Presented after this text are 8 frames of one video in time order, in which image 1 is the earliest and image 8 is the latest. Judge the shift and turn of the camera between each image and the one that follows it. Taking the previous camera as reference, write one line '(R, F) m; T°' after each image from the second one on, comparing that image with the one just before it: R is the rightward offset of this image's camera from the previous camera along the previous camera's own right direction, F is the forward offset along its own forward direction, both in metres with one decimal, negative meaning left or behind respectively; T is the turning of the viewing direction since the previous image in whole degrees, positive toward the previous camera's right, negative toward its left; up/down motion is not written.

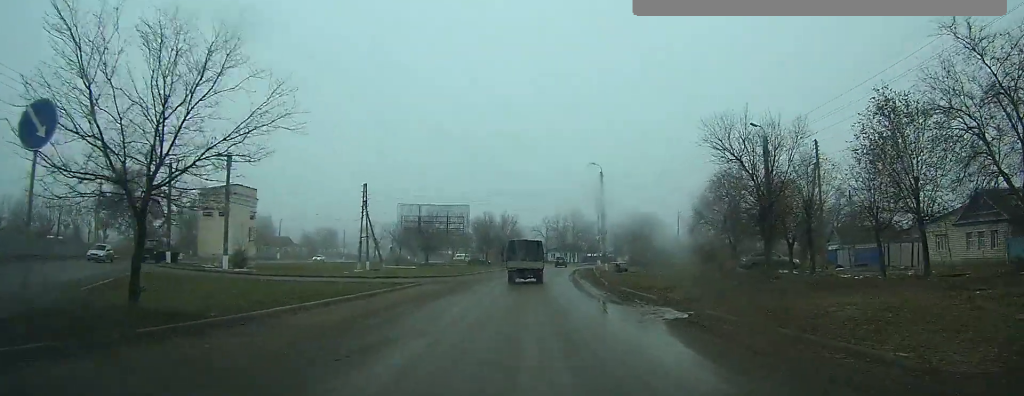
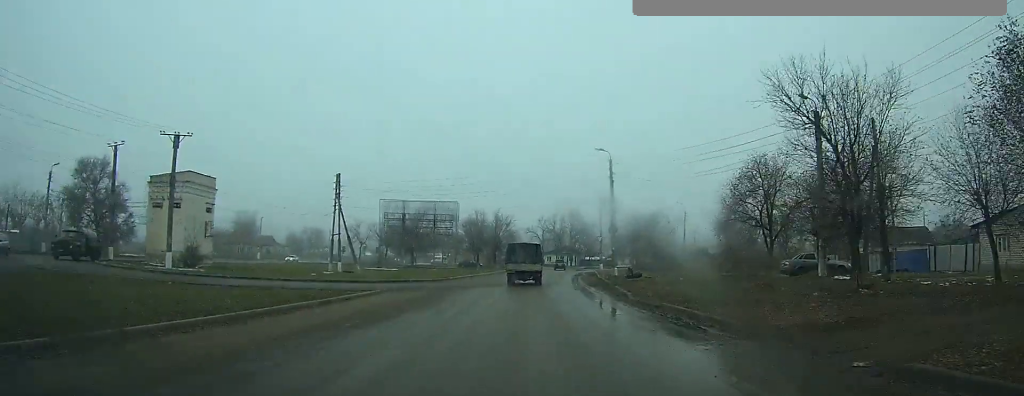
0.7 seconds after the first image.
(0.0, +6.1) m; 0°
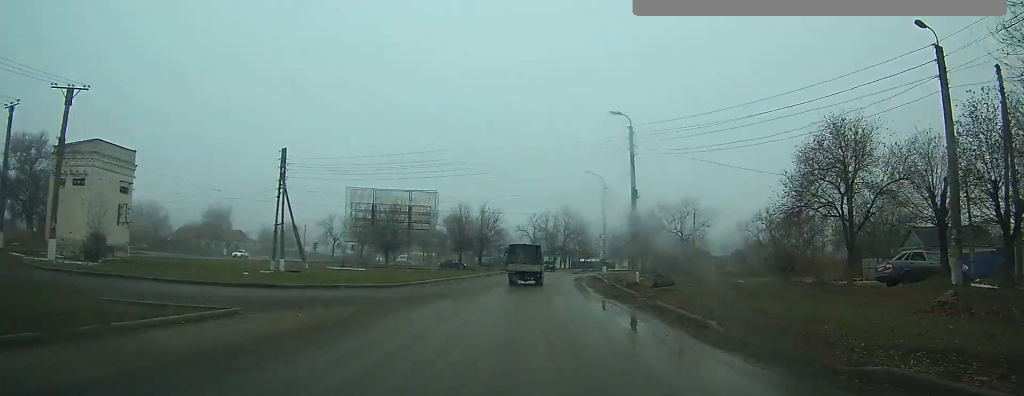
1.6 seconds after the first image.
(0.0, +8.8) m; 0°
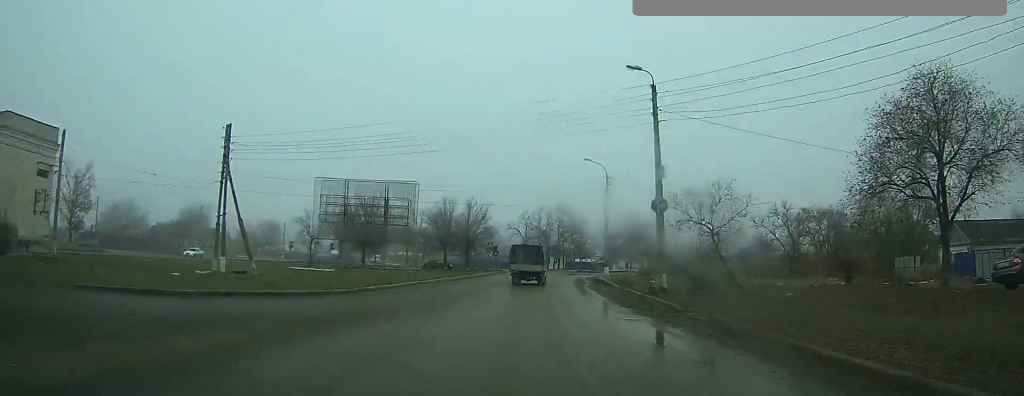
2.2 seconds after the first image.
(0.0, +6.8) m; 0°
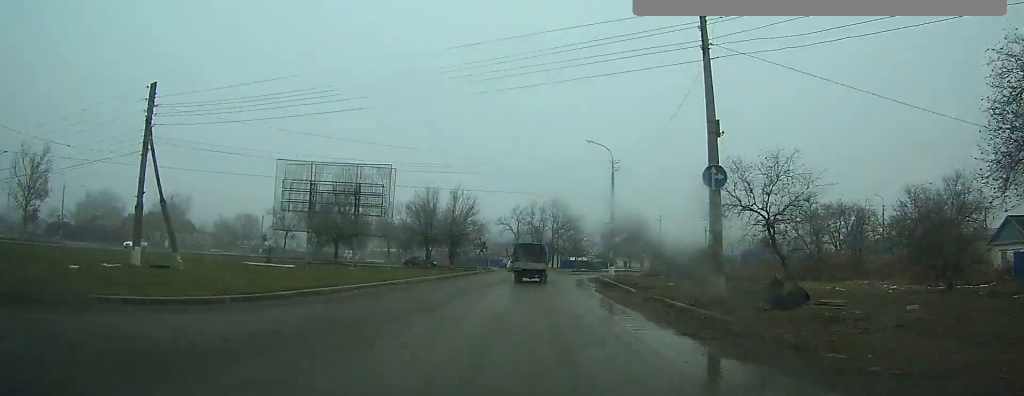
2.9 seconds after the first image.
(0.0, +7.7) m; 0°
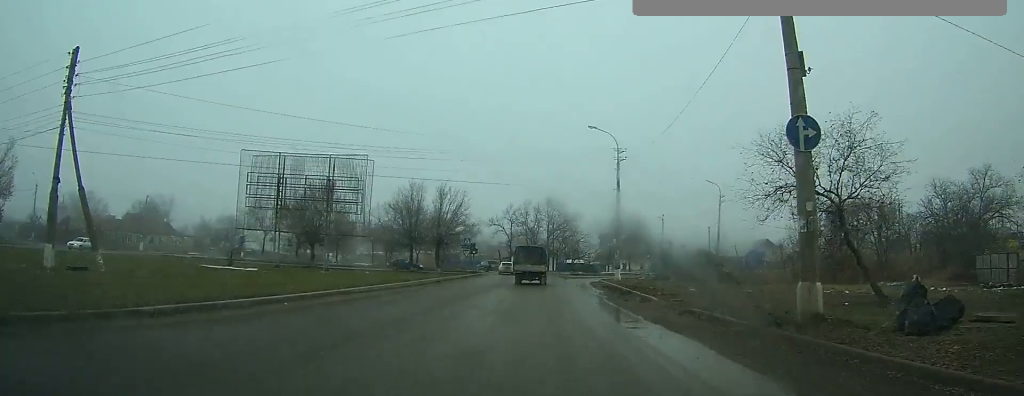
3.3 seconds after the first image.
(-0.1, +6.0) m; +1°
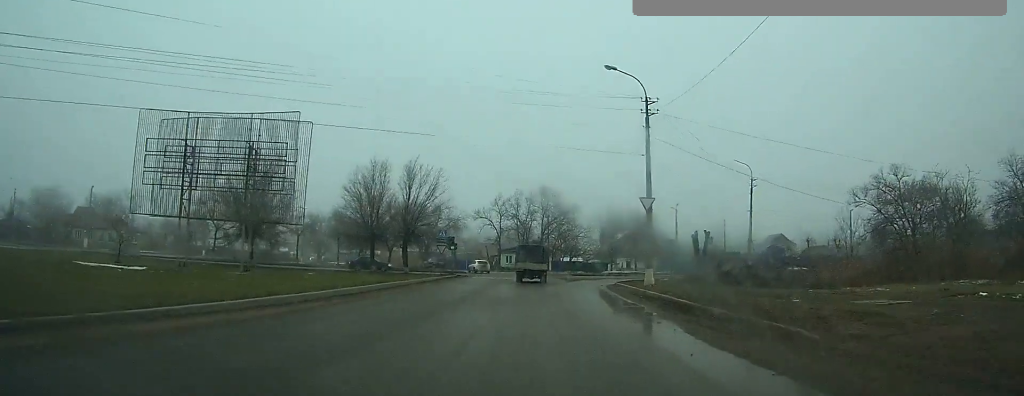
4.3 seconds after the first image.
(+0.3, +14.7) m; +2°
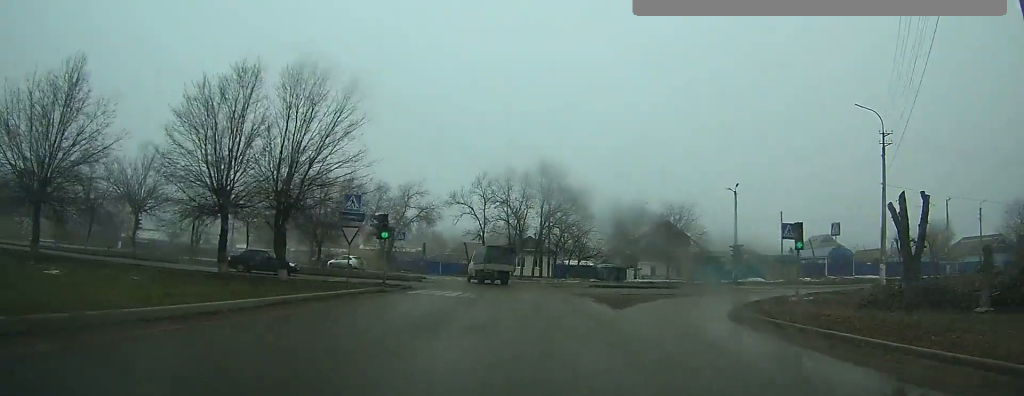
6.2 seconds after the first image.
(+0.6, +27.3) m; +2°
